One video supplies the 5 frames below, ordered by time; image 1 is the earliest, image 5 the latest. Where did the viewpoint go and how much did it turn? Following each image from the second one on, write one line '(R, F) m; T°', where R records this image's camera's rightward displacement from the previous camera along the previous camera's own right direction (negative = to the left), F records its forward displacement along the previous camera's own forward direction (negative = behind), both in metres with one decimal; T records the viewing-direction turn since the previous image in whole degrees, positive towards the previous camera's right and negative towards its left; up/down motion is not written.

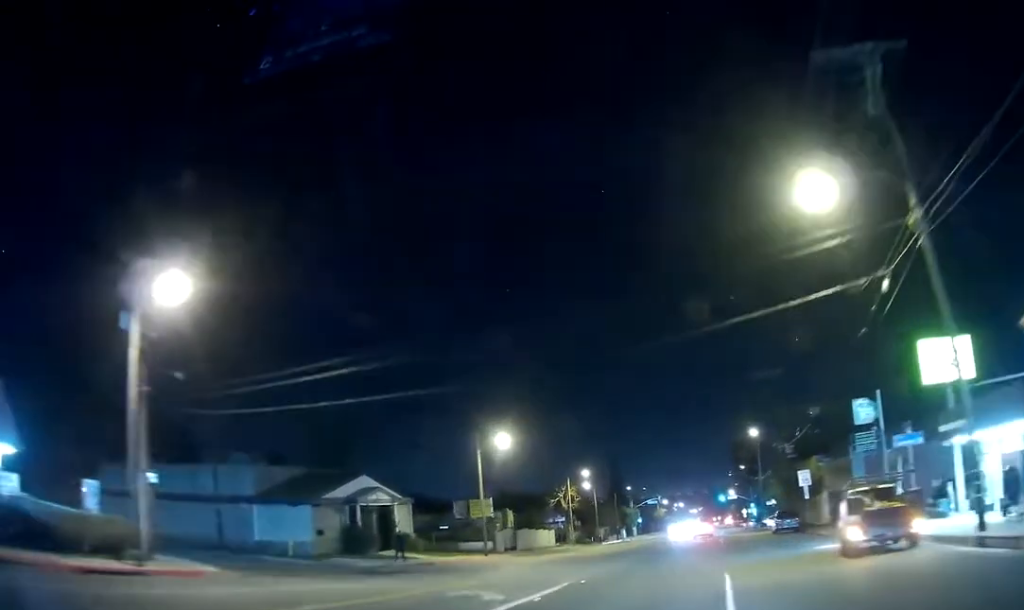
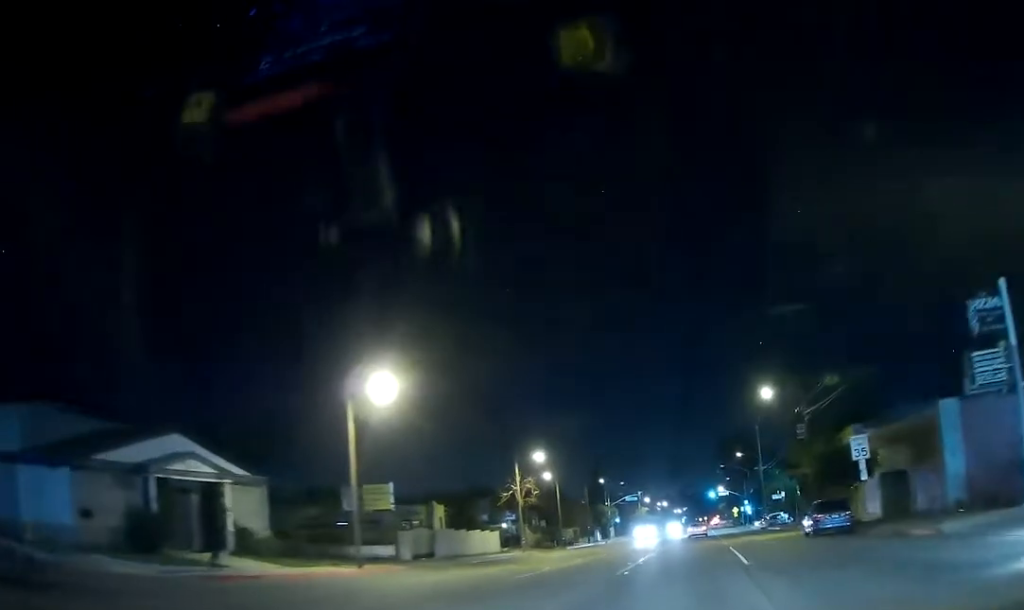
(-1.3, +20.8) m; -3°
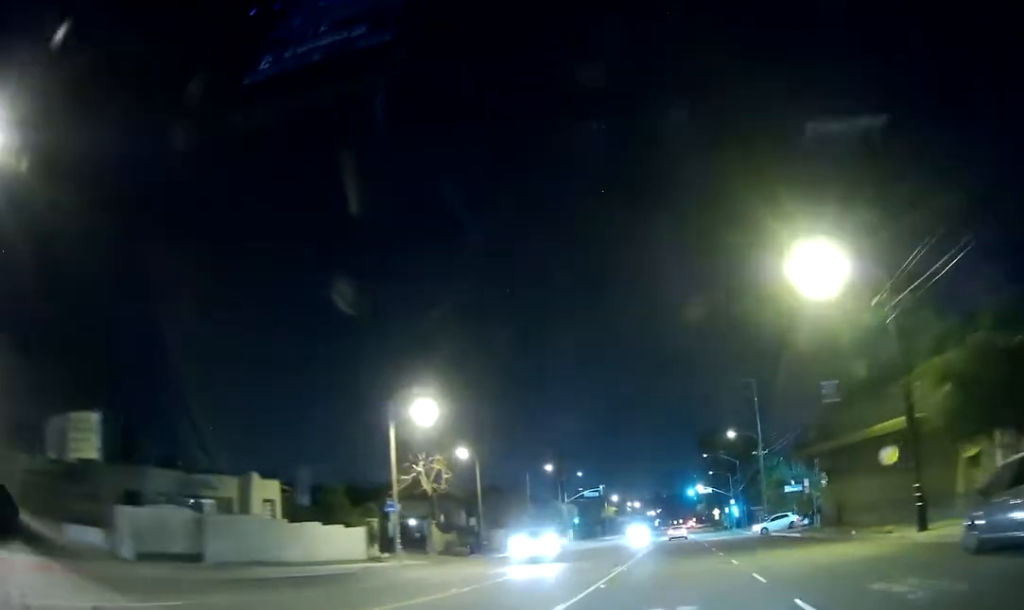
(+2.0, +24.0) m; +5°
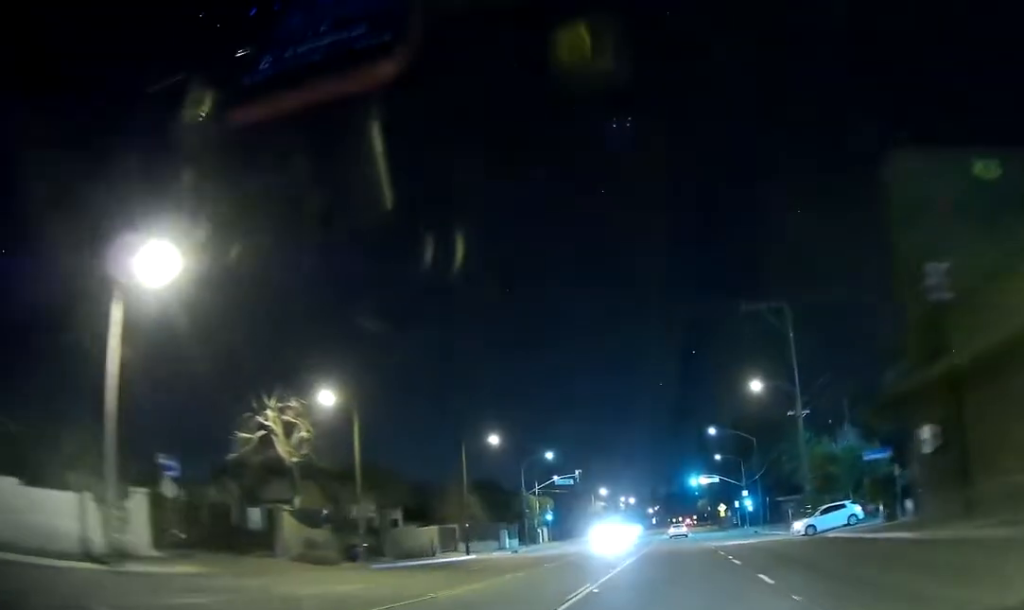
(-0.4, +22.4) m; -1°
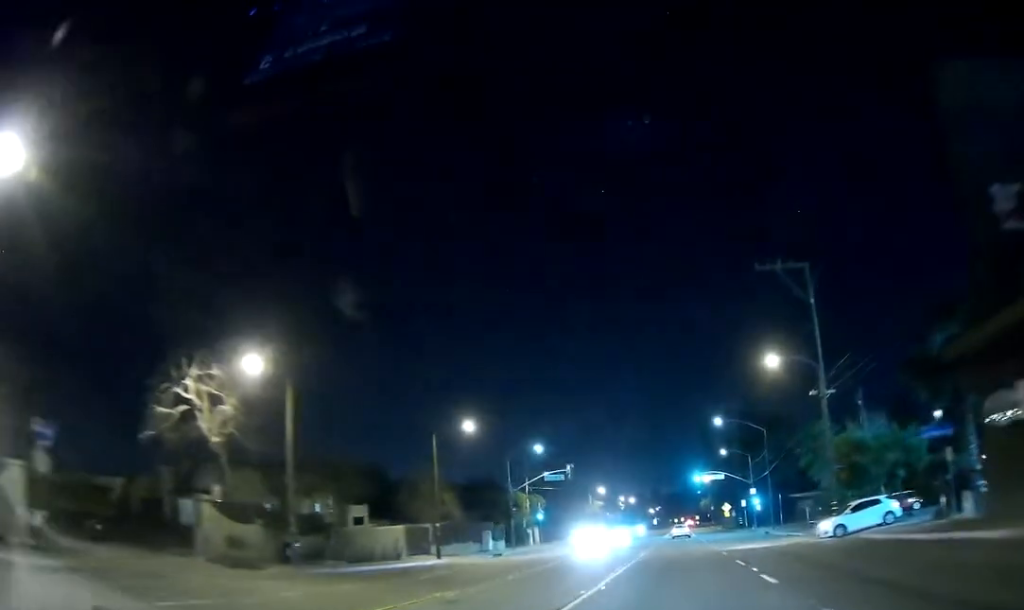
(+0.3, +6.7) m; 0°
